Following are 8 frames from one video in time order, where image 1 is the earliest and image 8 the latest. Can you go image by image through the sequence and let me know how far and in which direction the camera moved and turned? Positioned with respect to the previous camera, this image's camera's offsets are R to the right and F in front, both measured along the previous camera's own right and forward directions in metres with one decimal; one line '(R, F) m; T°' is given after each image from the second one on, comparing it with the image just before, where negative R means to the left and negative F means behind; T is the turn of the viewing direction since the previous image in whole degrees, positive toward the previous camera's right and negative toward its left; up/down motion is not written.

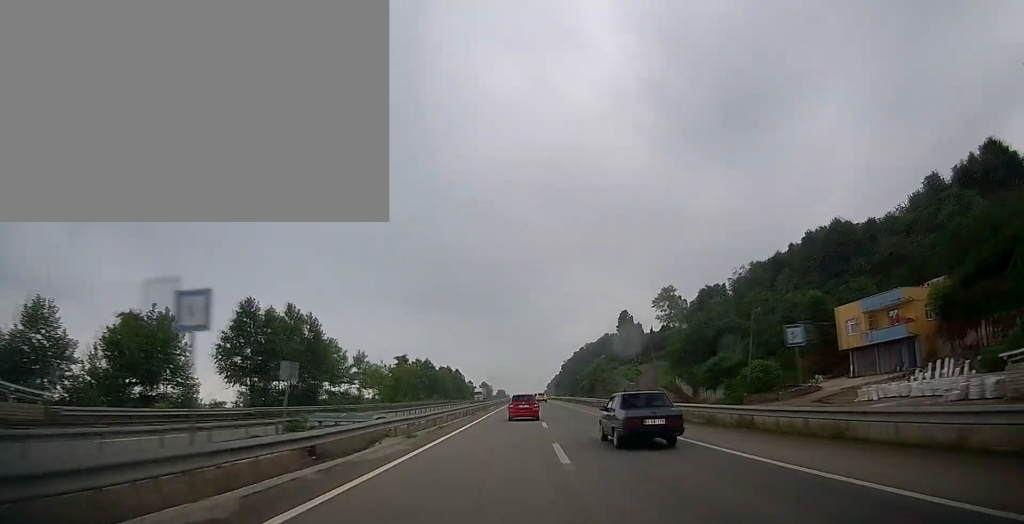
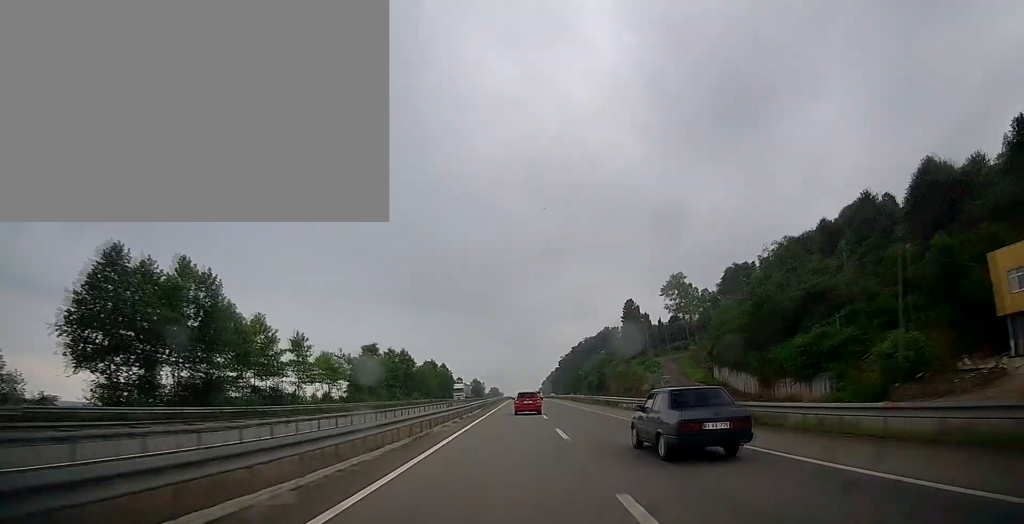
(+0.2, +21.1) m; +1°
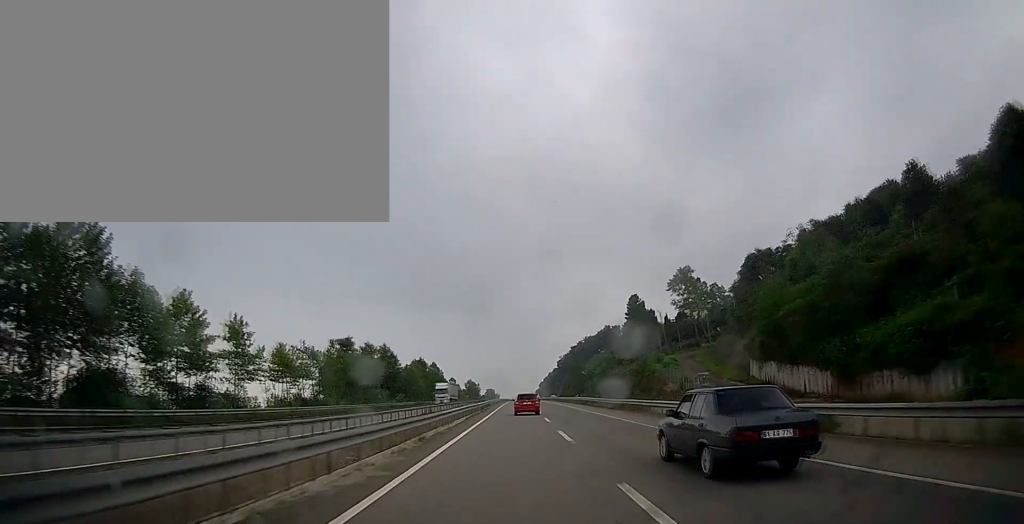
(-0.1, +13.0) m; 0°
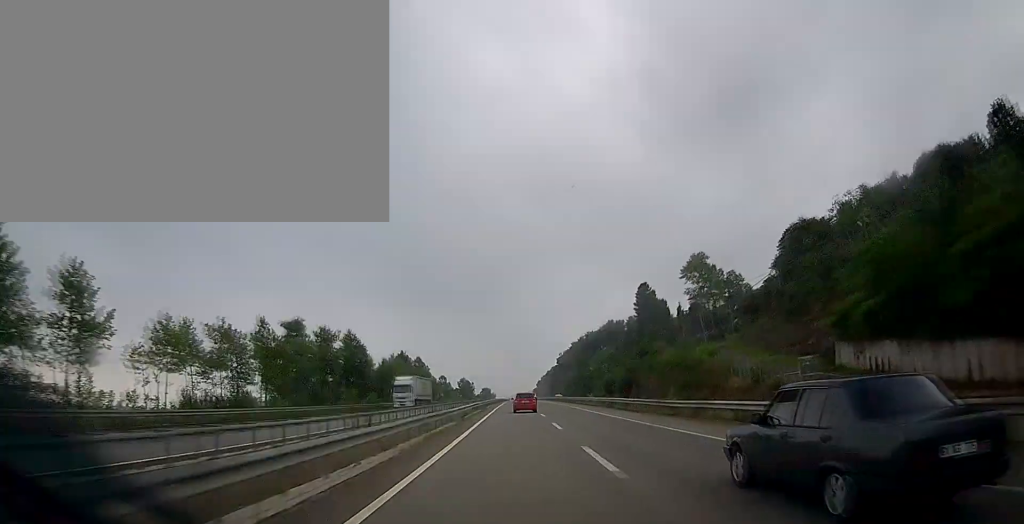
(+0.1, +18.5) m; 0°
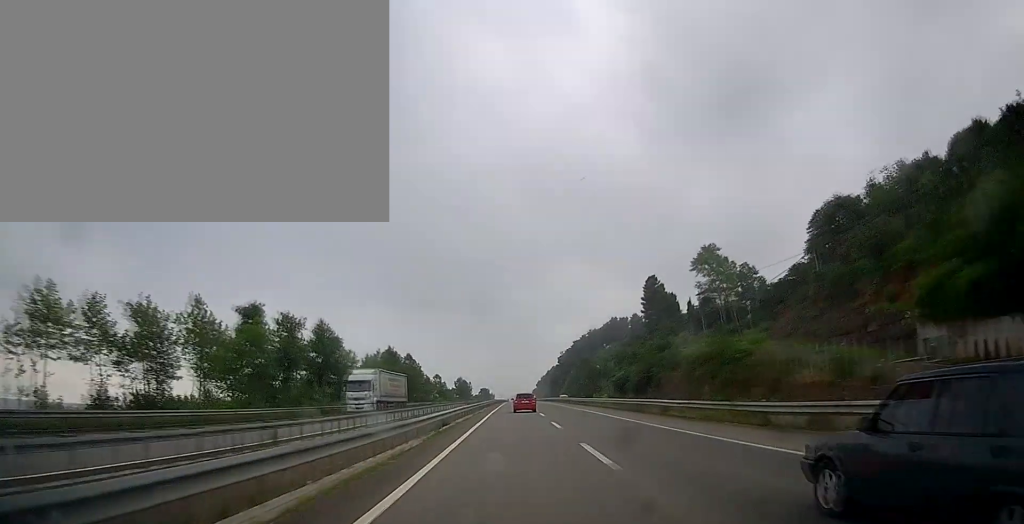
(+0.2, +10.7) m; 0°
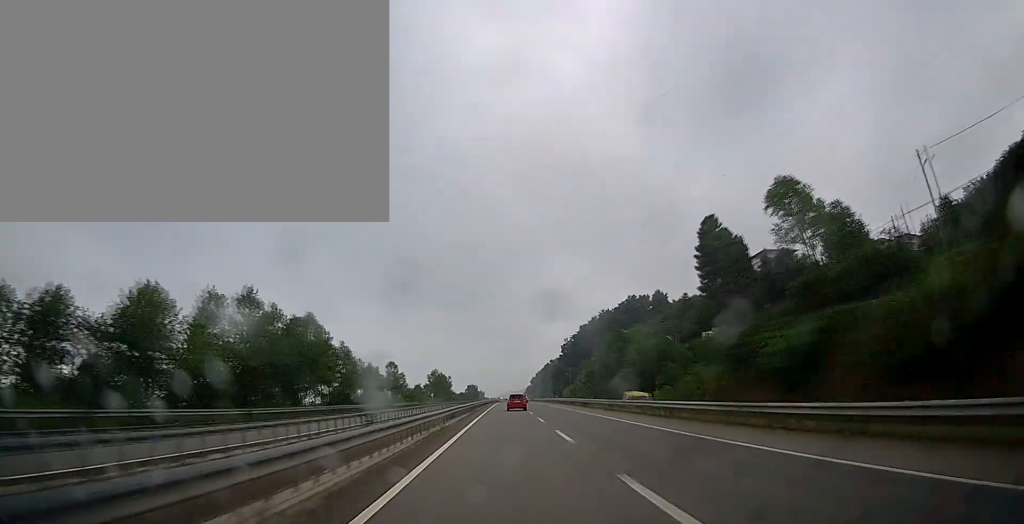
(+0.3, +53.4) m; +1°
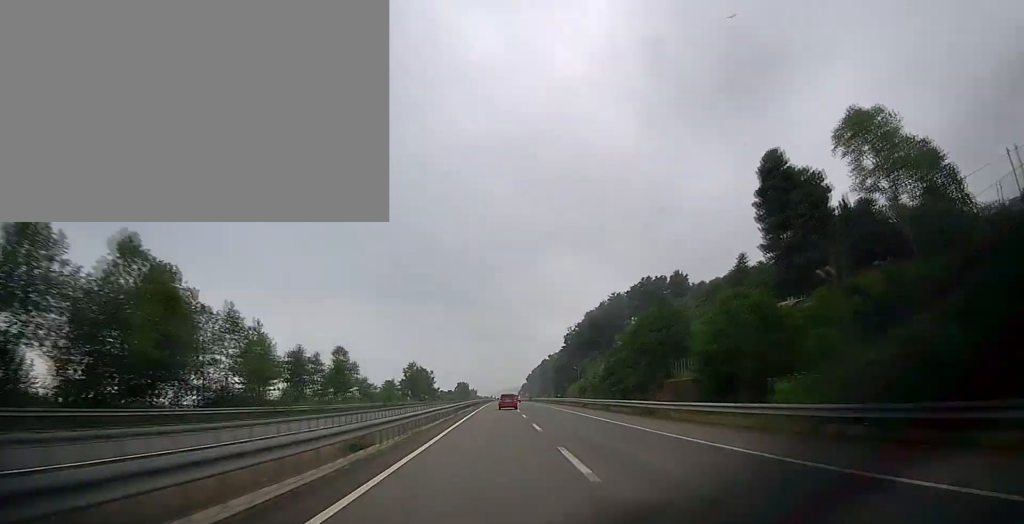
(+0.2, +30.3) m; 0°
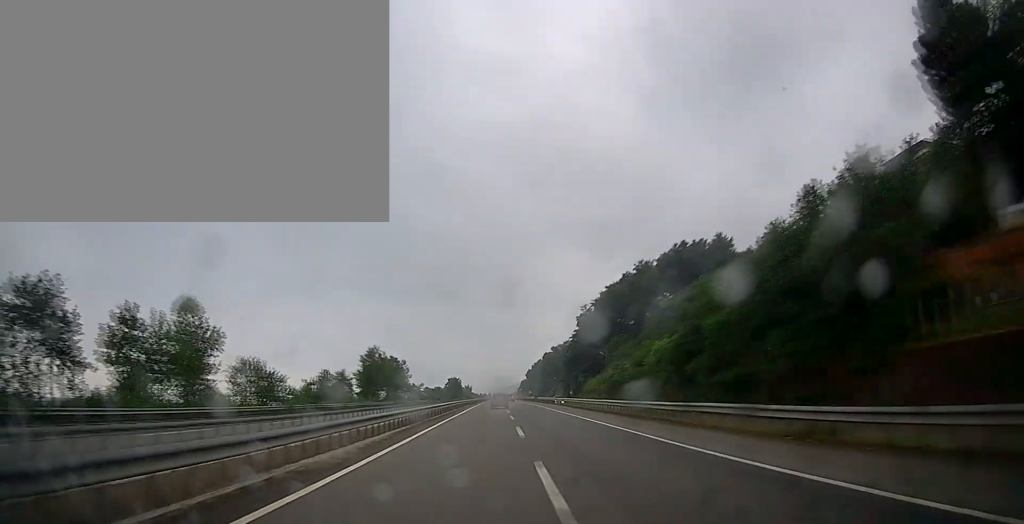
(0.0, +38.6) m; -1°
